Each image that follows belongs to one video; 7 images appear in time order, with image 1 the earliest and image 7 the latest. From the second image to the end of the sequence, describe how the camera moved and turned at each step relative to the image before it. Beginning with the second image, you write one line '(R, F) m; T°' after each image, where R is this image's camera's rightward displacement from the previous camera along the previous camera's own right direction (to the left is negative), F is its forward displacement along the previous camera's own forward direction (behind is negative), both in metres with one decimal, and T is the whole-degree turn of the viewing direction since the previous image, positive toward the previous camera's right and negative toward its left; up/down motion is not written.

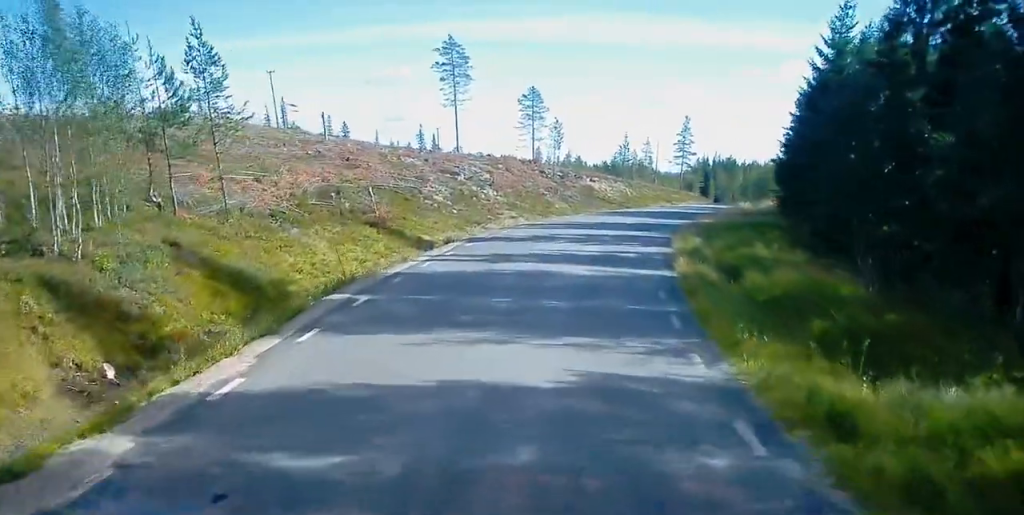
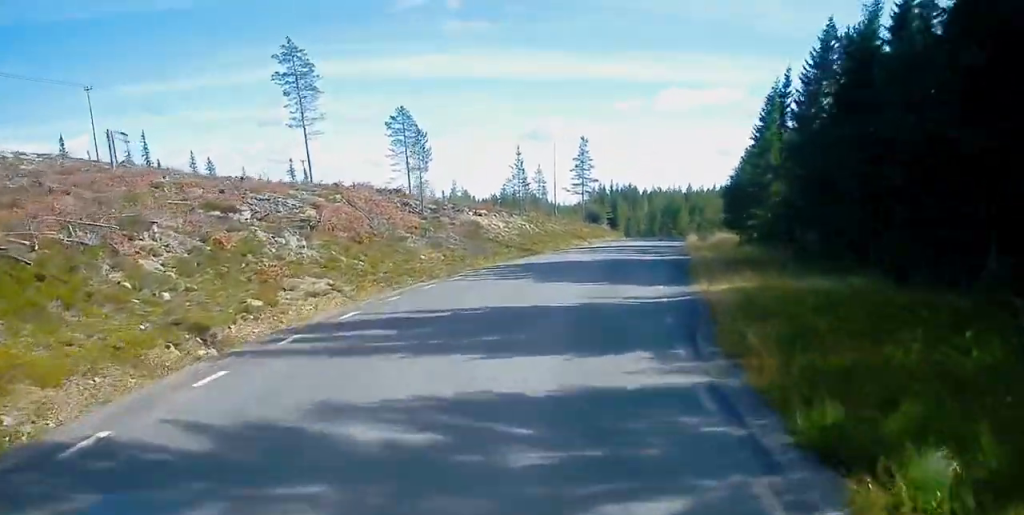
(+1.4, +21.6) m; +7°
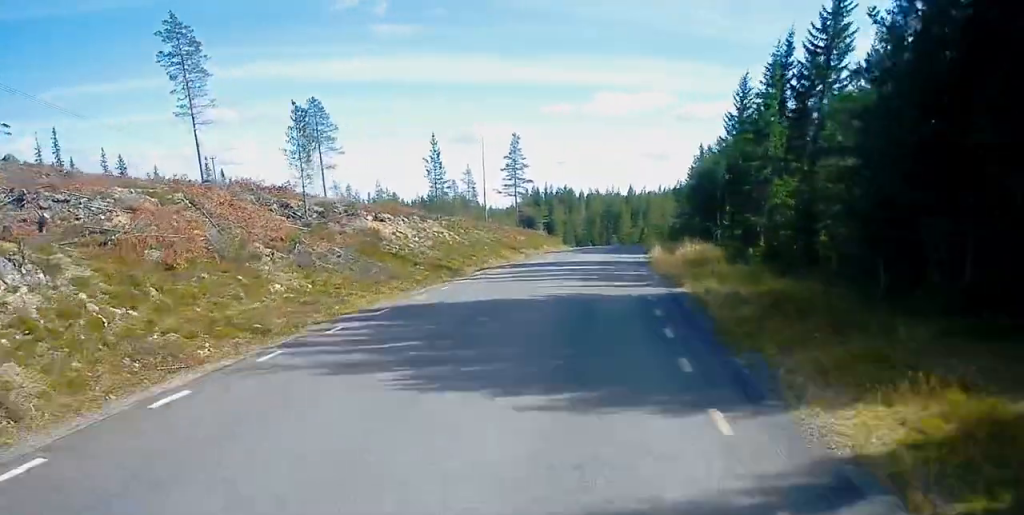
(+0.4, +12.5) m; +2°
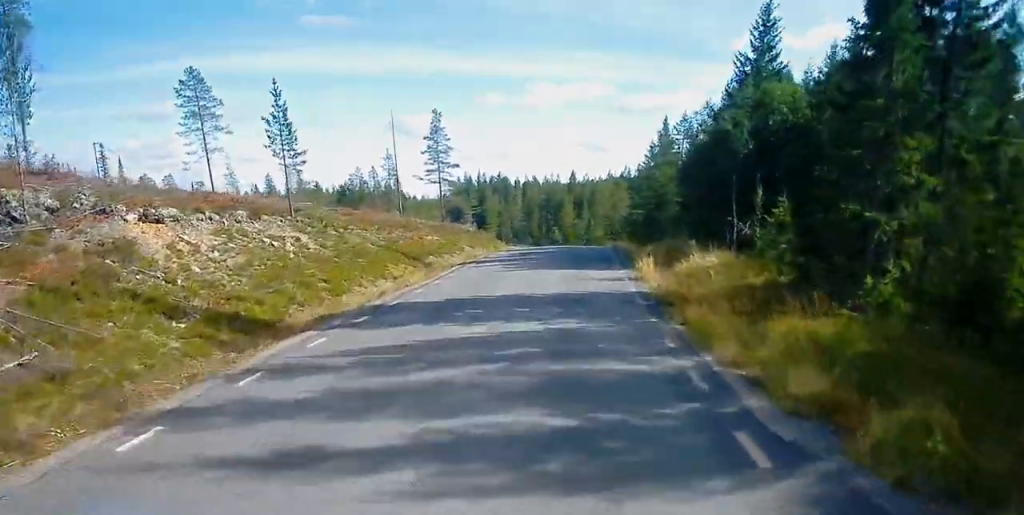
(+0.4, +19.0) m; +3°
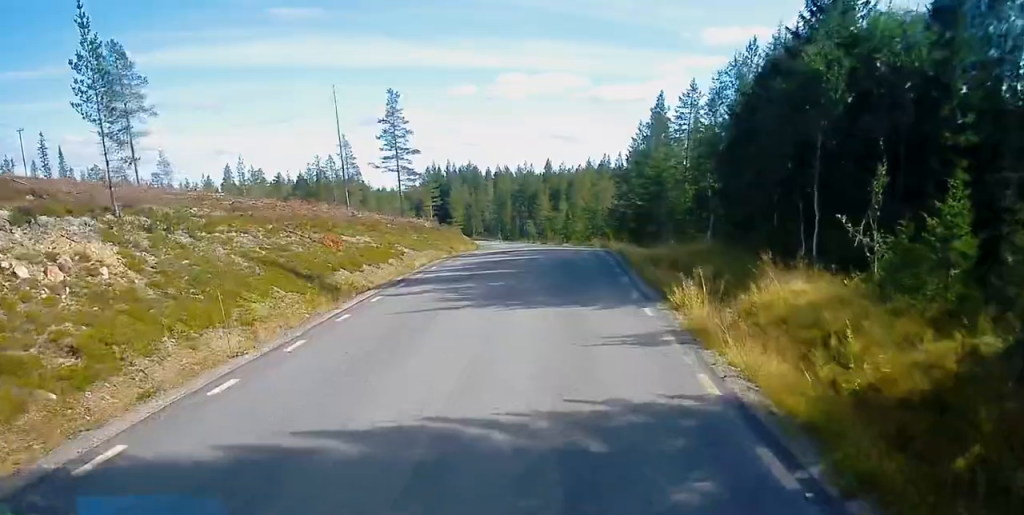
(+0.4, +12.7) m; +2°
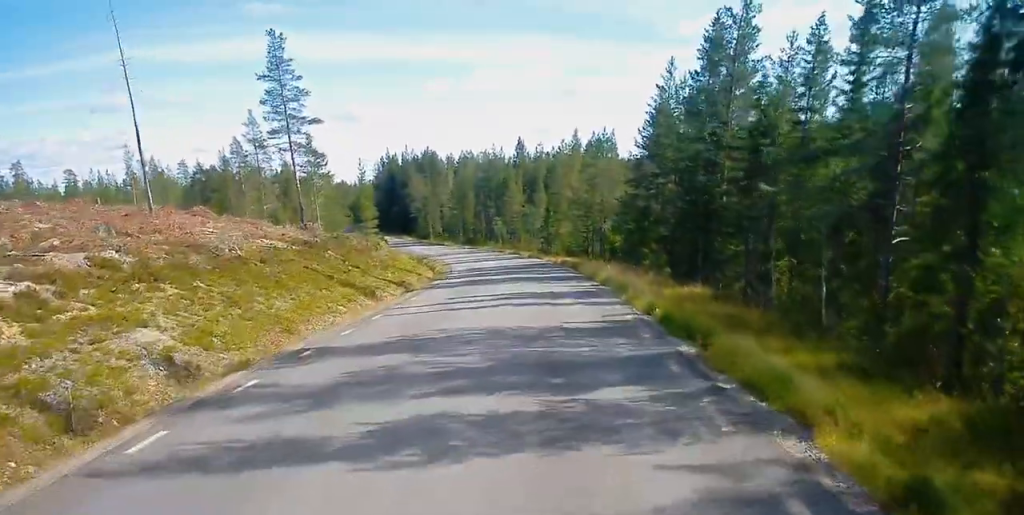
(0.0, +34.7) m; -1°
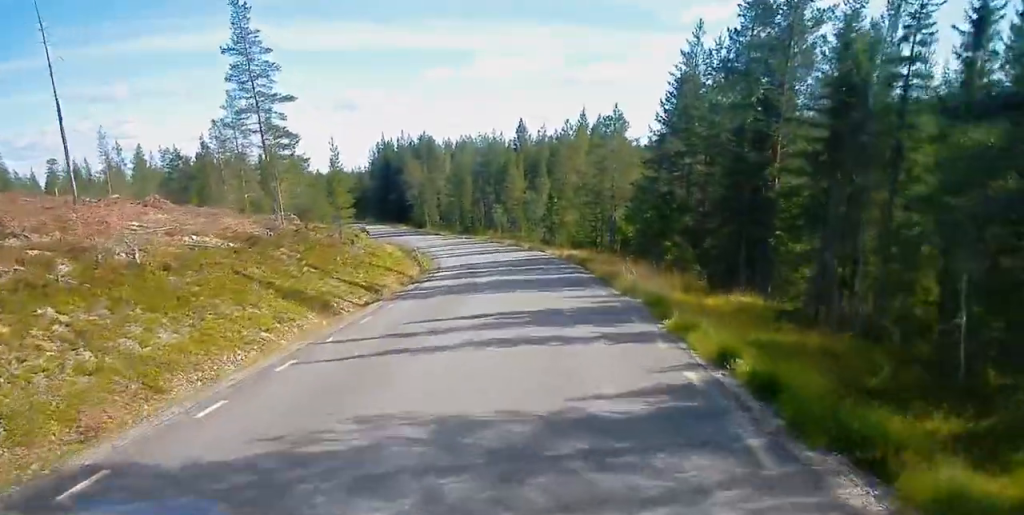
(0.0, +7.6) m; 0°
